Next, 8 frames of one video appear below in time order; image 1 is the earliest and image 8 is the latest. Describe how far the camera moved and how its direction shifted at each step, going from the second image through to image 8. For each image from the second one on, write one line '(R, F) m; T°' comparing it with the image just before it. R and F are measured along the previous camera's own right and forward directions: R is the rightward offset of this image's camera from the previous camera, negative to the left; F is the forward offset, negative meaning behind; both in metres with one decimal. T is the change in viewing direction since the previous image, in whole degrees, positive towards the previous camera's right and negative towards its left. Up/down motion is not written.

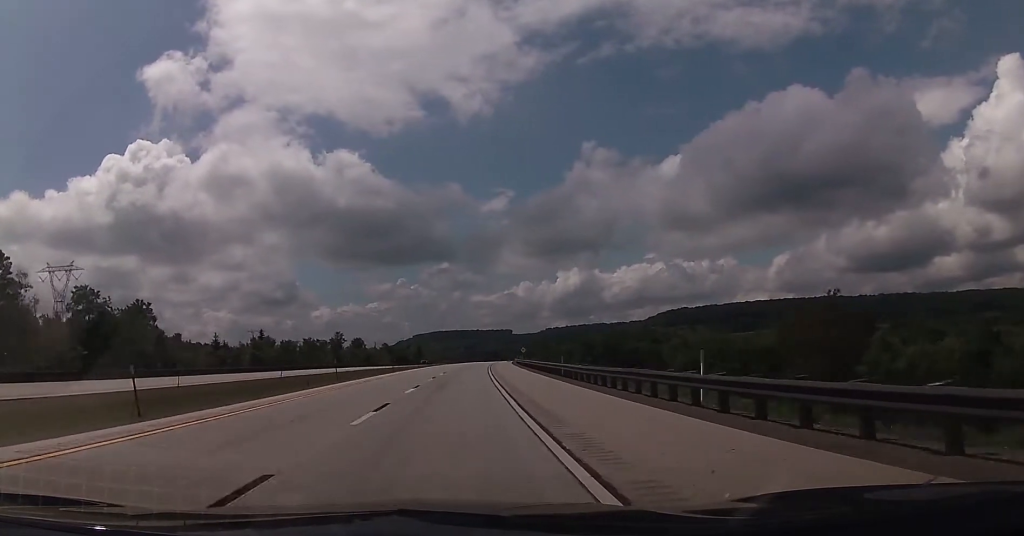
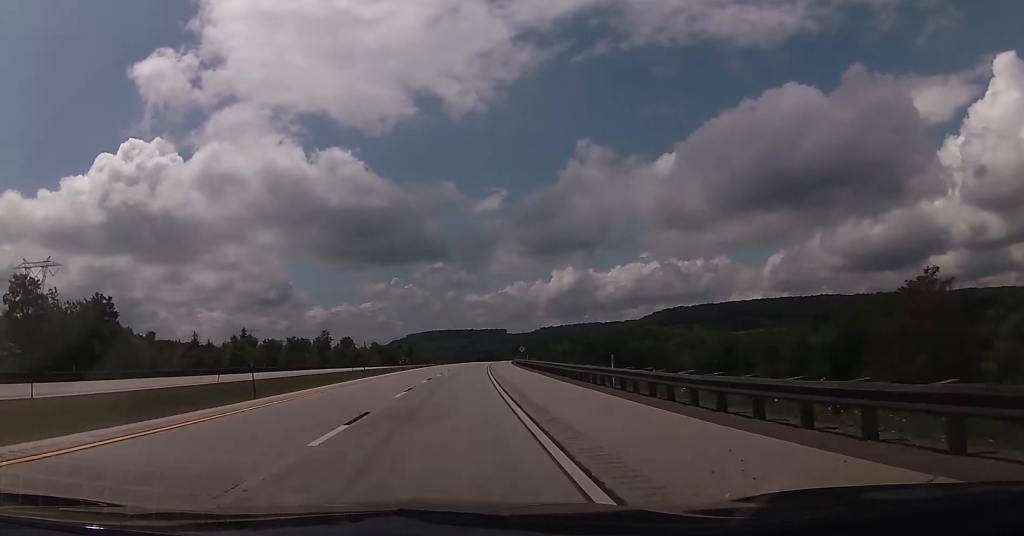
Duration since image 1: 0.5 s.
(0.0, +15.5) m; +1°
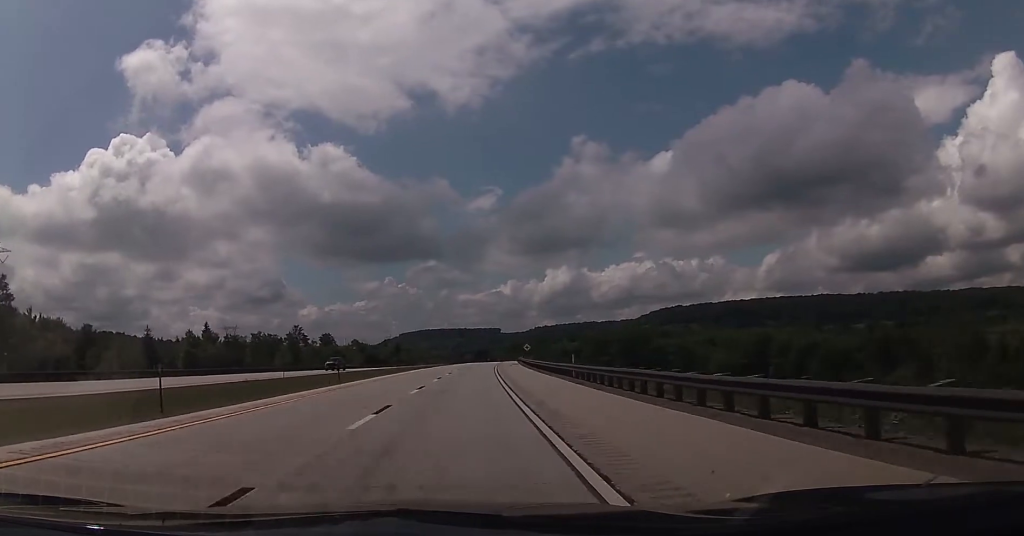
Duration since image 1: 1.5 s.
(+0.5, +34.1) m; 0°
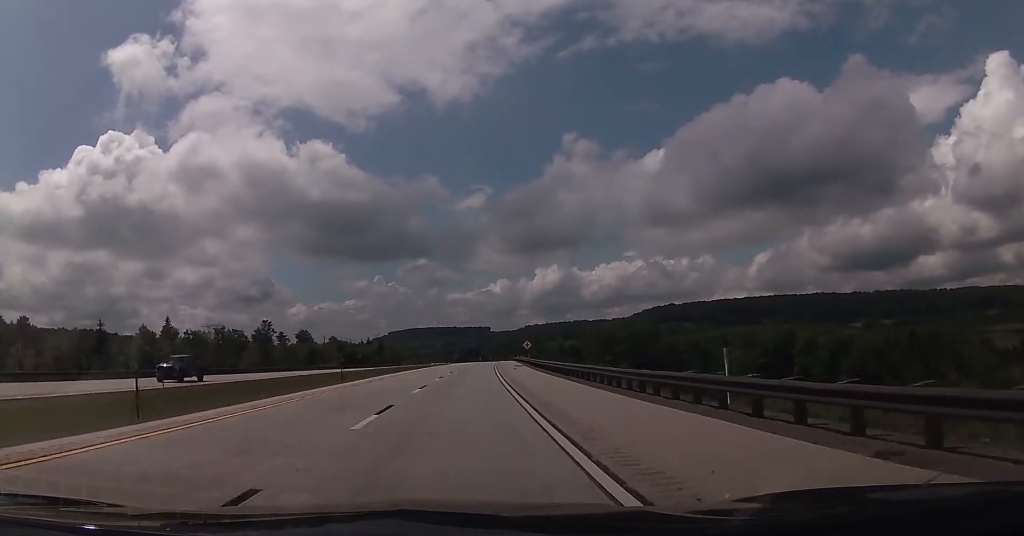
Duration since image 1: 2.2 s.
(-0.5, +24.2) m; +1°
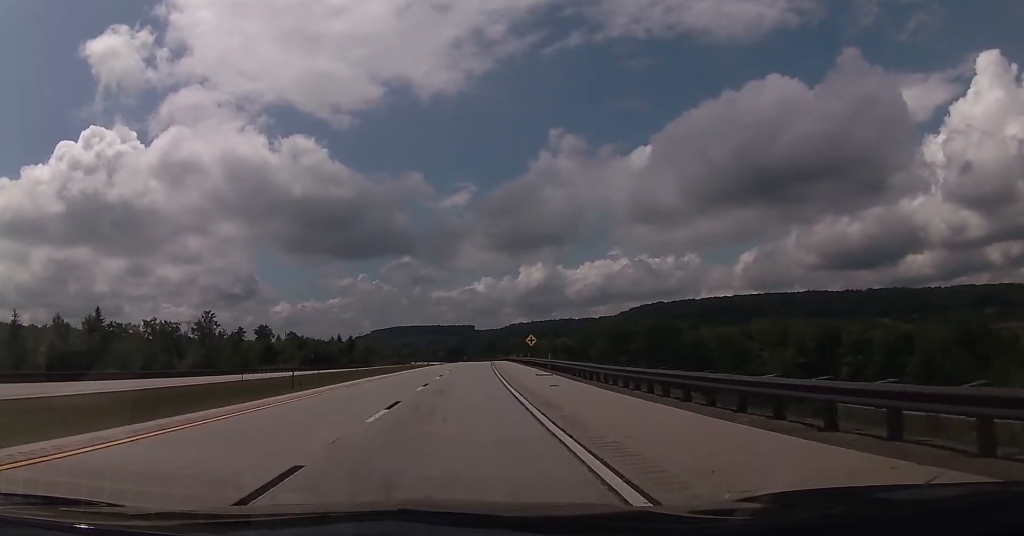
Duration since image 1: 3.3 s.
(+0.8, +35.2) m; +2°
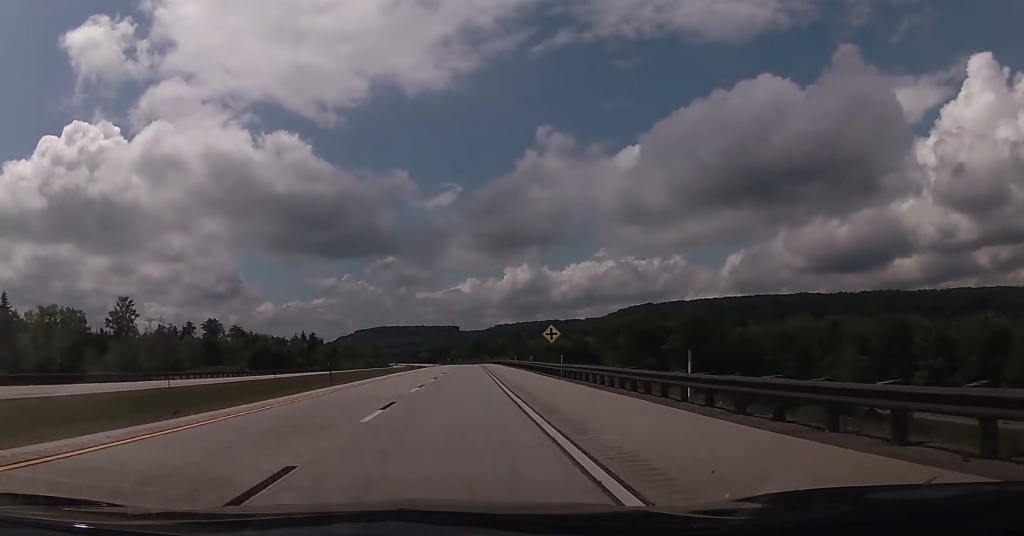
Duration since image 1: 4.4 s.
(+0.2, +36.4) m; +1°
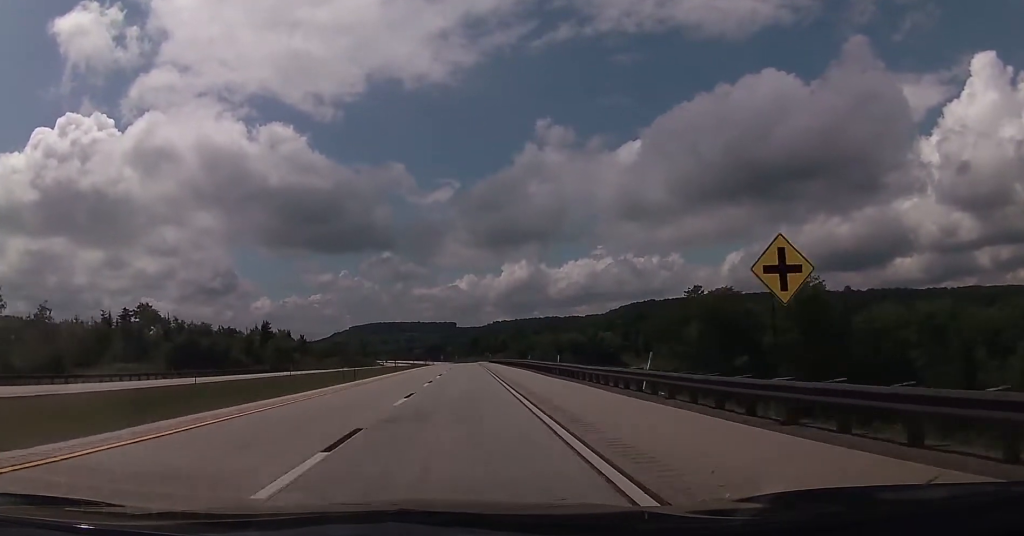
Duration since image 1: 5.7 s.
(+0.7, +44.1) m; +1°
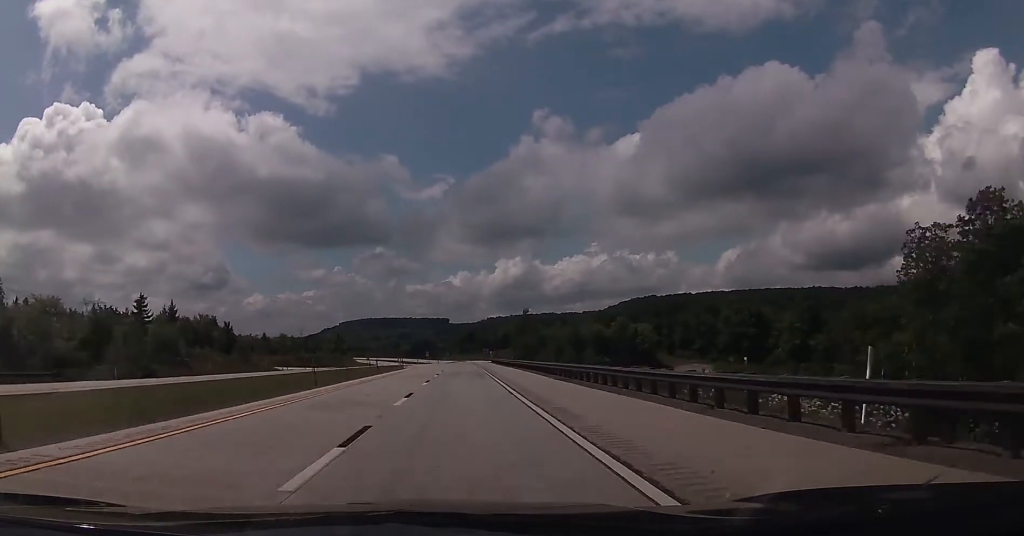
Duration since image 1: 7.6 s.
(0.0, +60.7) m; 0°
